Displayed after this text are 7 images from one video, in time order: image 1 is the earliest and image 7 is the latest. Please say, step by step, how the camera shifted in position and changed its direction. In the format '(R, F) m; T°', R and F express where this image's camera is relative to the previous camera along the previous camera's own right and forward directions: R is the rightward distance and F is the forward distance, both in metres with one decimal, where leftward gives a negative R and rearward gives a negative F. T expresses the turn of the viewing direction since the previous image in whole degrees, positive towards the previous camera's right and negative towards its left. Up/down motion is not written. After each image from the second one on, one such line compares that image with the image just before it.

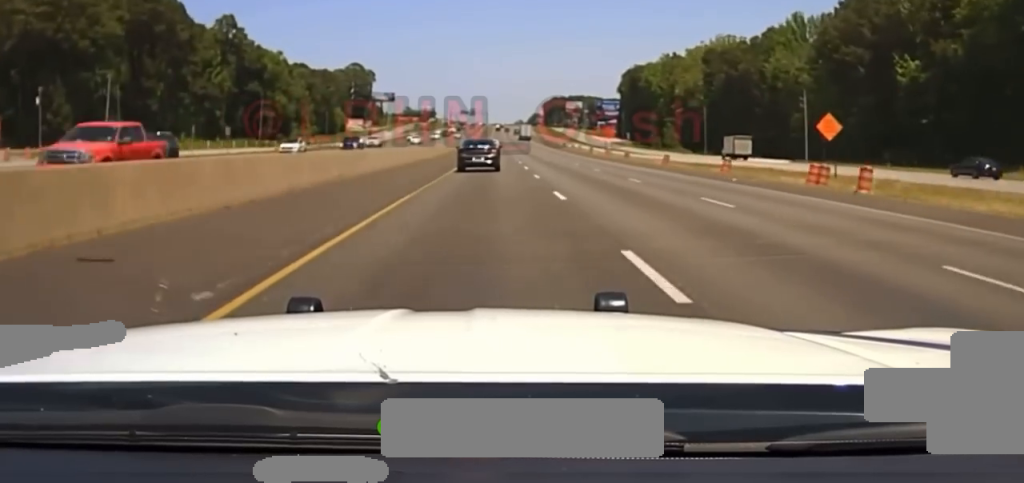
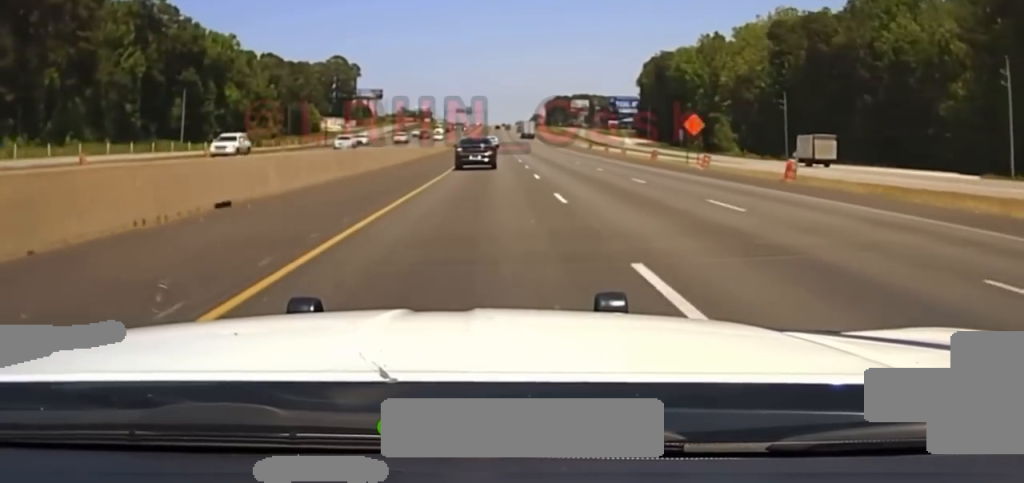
(+0.1, +47.0) m; 0°
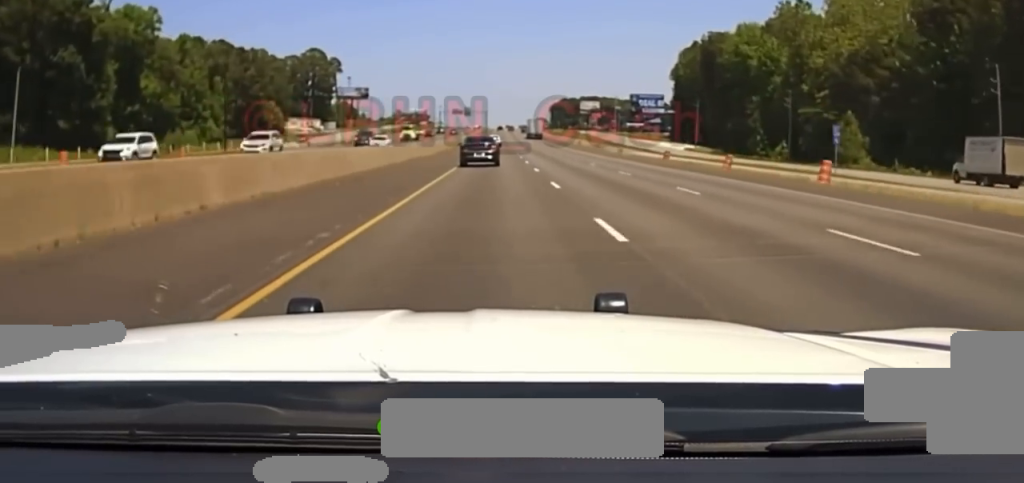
(+0.1, +54.2) m; 0°
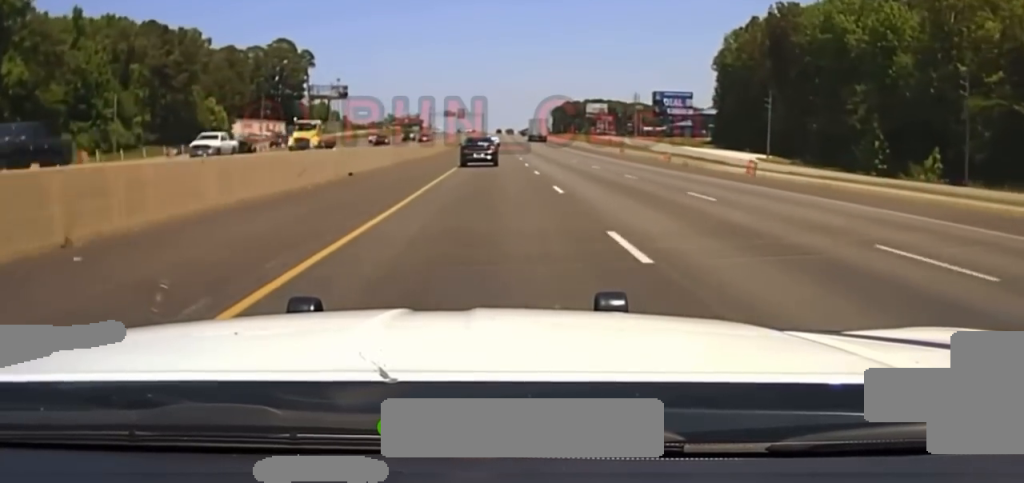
(0.0, +50.0) m; 0°
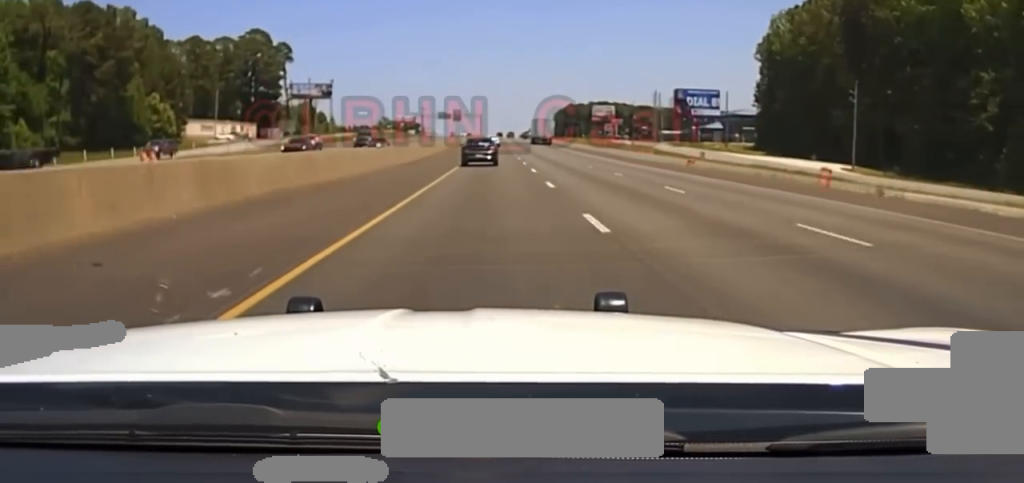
(0.0, +33.2) m; 0°
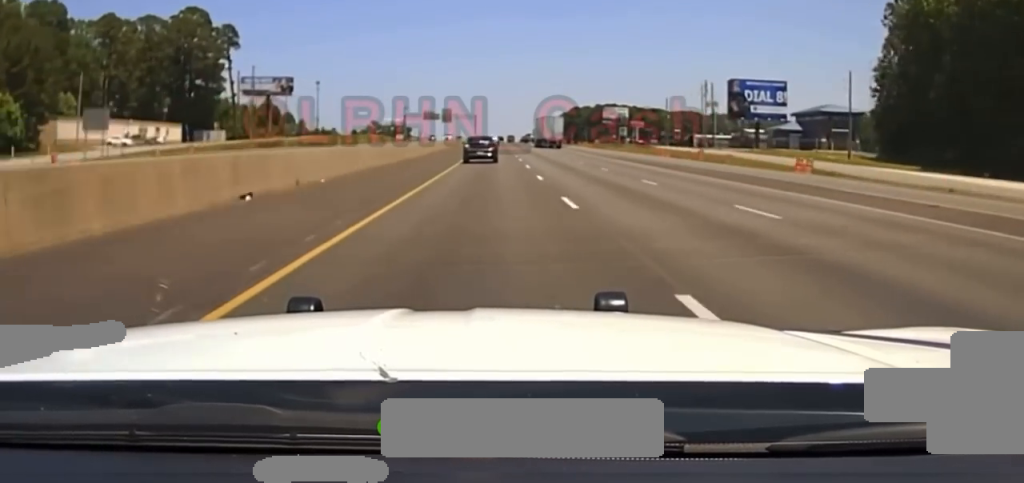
(-0.2, +58.3) m; 0°
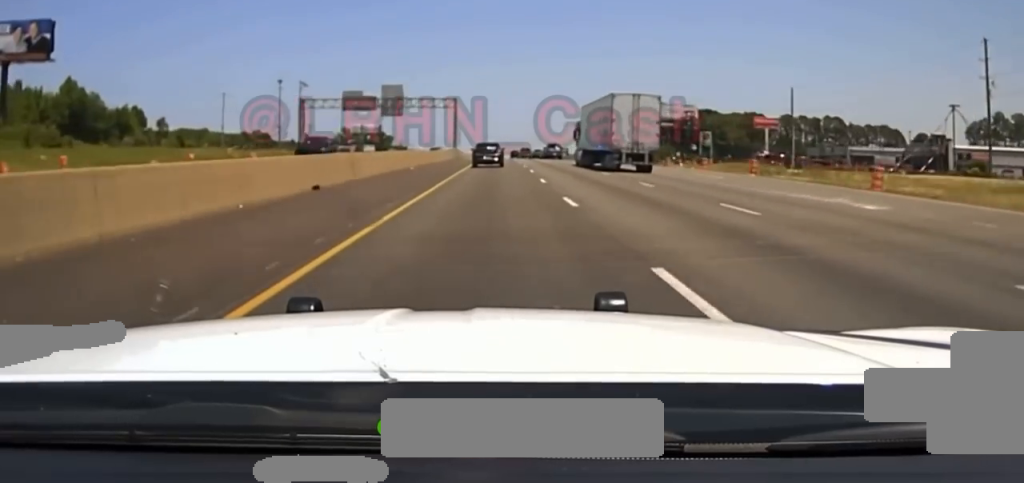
(+0.4, +151.8) m; 0°
